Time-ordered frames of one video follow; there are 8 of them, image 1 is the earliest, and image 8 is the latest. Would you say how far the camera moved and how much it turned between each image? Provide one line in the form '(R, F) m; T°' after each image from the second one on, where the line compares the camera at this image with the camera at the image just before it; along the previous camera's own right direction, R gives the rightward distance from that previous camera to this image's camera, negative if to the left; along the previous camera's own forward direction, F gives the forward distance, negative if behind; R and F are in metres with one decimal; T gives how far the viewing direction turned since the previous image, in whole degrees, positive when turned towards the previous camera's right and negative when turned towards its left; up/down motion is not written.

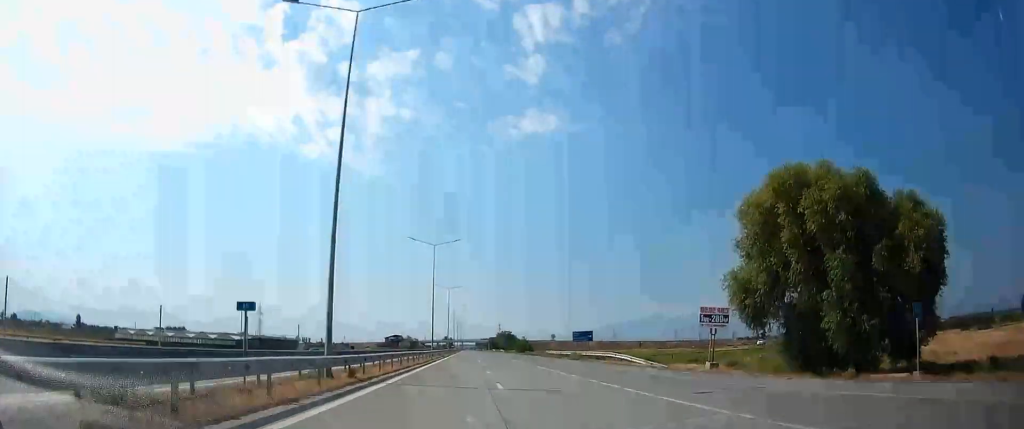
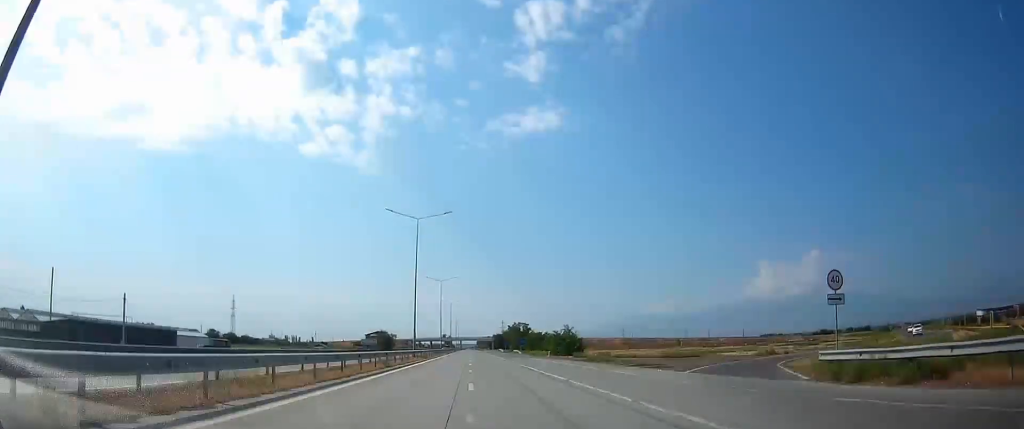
(+0.1, +71.9) m; 0°
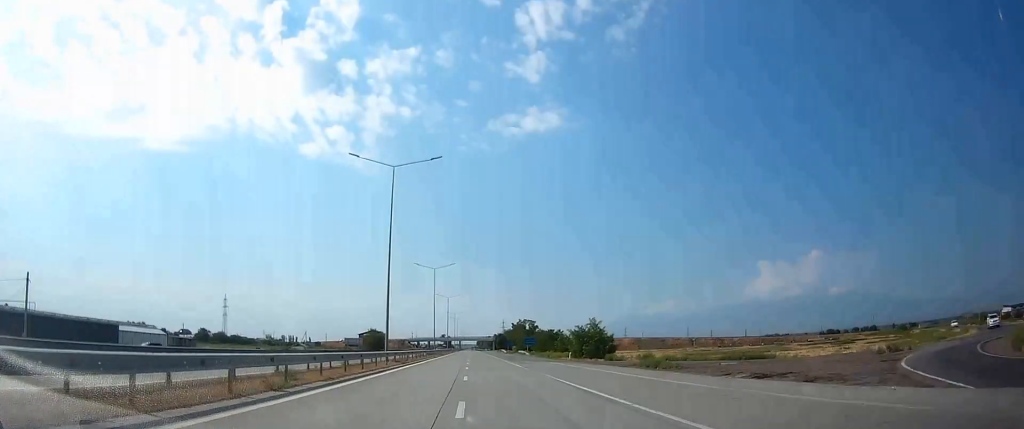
(0.0, +18.3) m; 0°
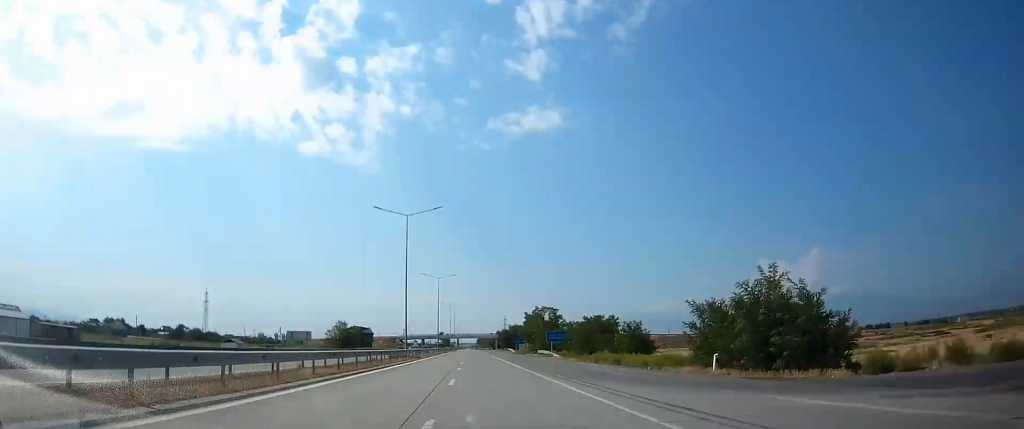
(-0.1, +39.2) m; 0°
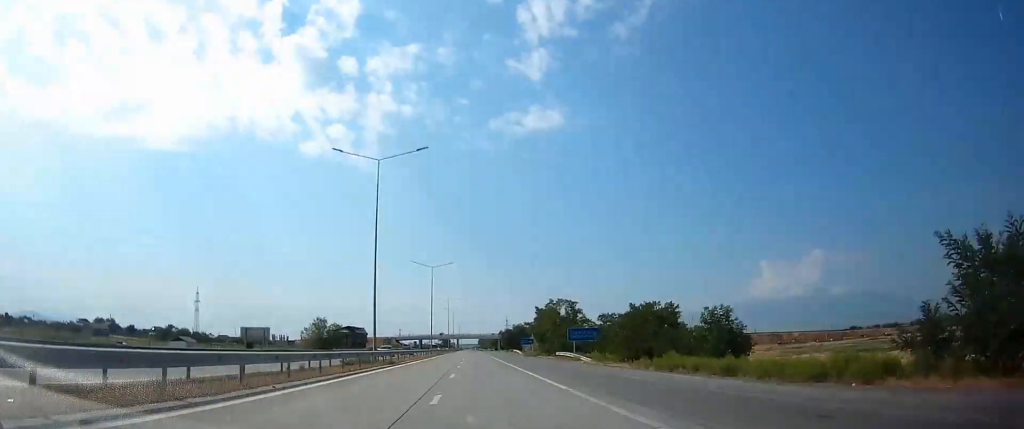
(+0.3, +18.4) m; 0°
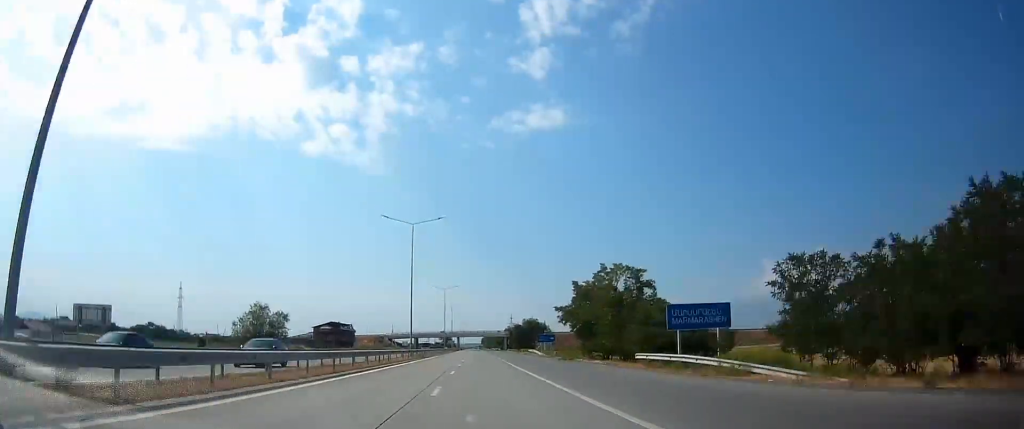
(-0.3, +33.3) m; 0°
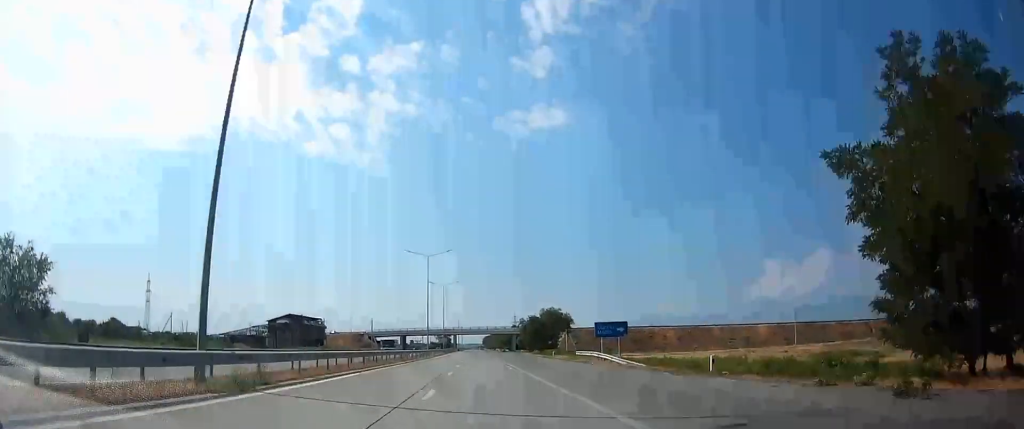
(-0.1, +48.6) m; 0°
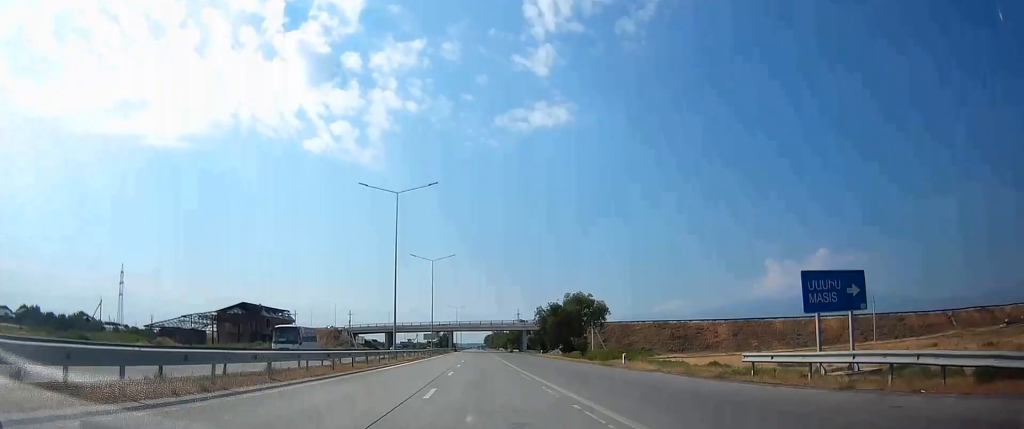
(-0.3, +35.3) m; 0°
